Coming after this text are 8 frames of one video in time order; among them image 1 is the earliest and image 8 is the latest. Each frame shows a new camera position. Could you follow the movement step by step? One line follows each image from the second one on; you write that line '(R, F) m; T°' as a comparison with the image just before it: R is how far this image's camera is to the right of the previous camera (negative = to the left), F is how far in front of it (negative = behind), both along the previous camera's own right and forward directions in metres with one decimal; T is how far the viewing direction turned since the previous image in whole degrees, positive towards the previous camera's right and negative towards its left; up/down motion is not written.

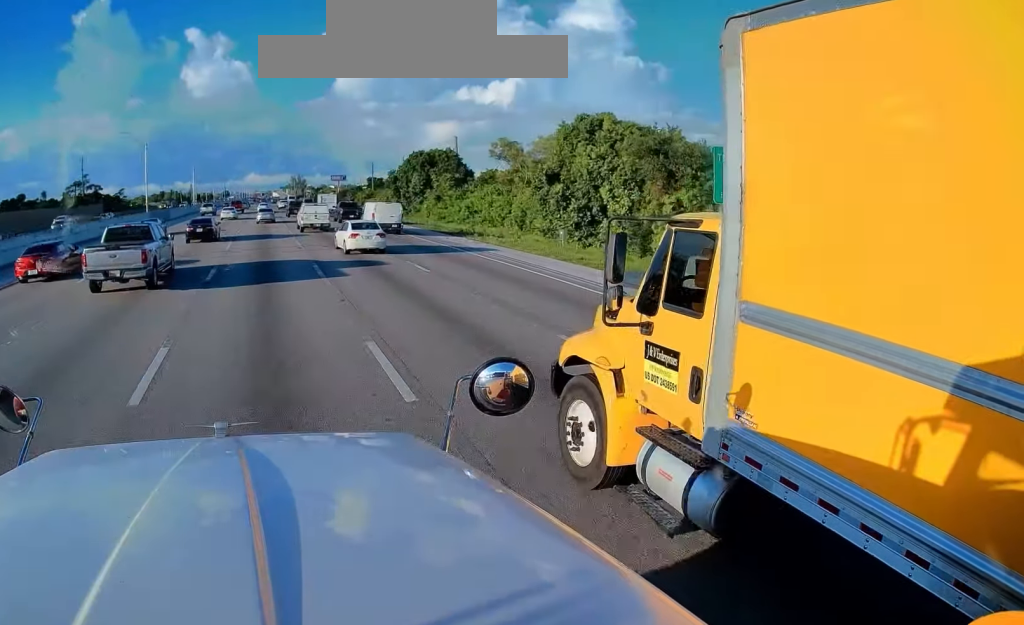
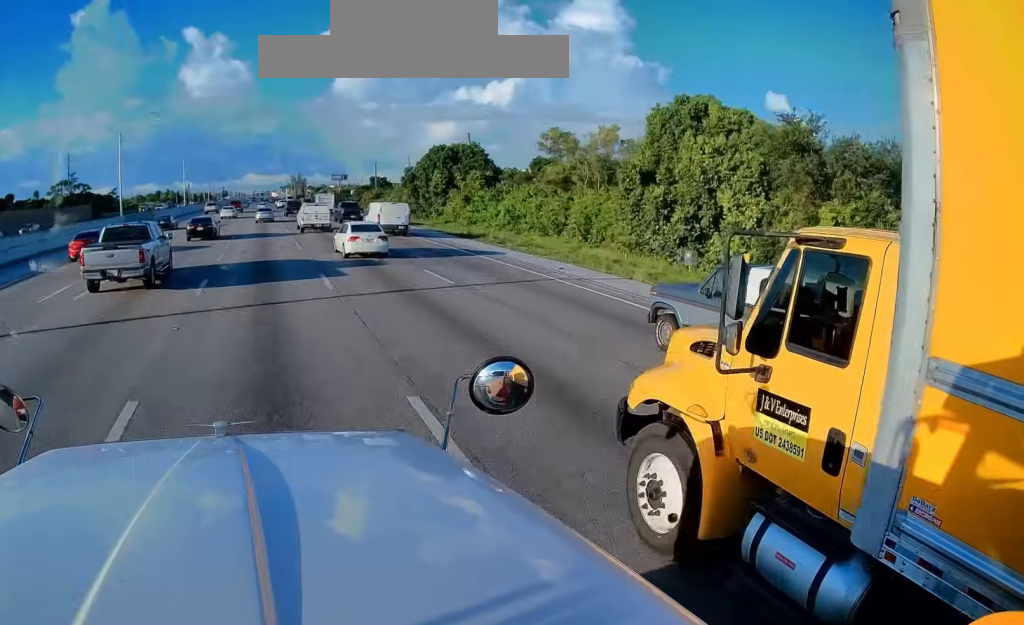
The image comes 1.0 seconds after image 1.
(-0.3, +14.8) m; 0°
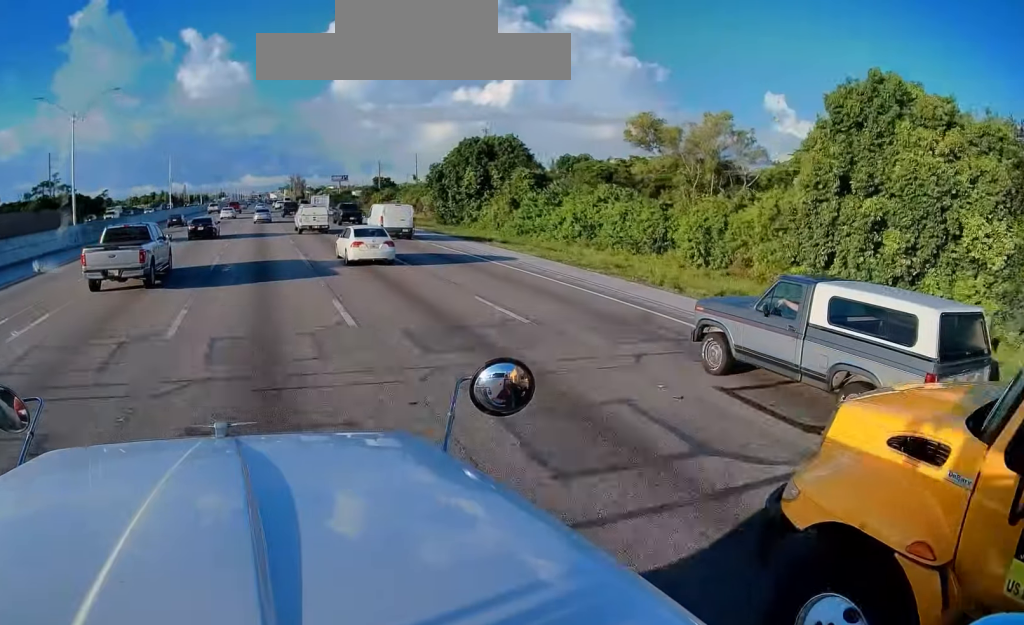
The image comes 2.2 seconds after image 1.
(+0.3, +17.4) m; 0°
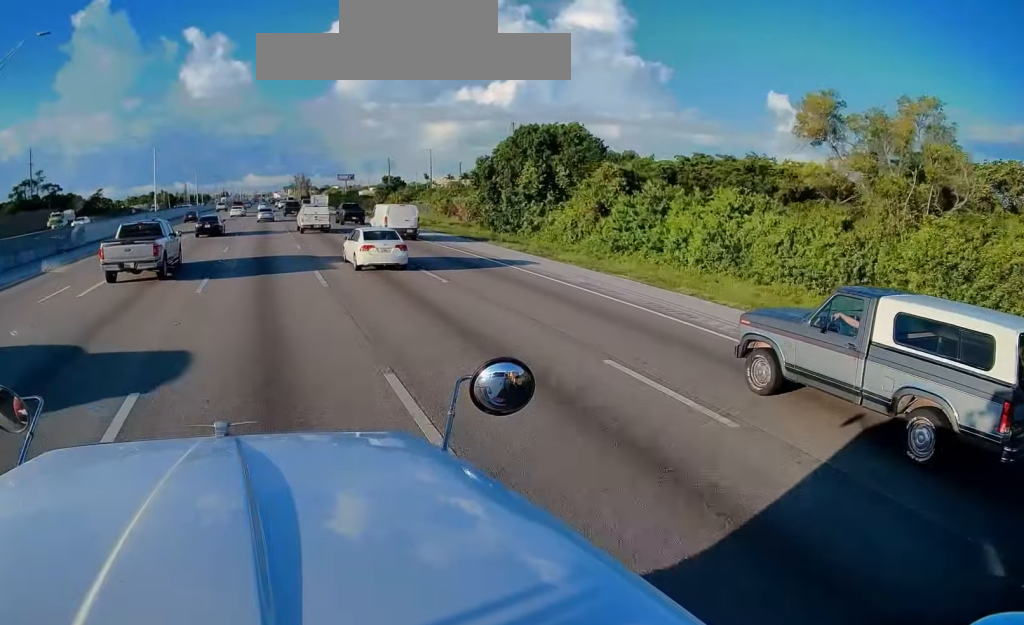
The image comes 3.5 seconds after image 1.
(-0.4, +18.4) m; -1°
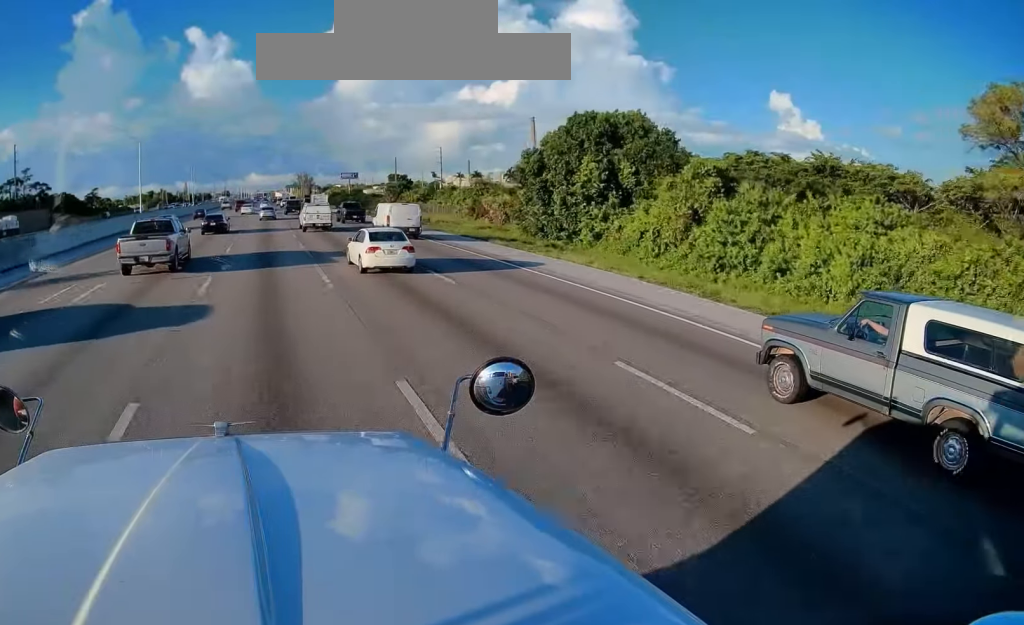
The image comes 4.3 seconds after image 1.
(0.0, +12.1) m; 0°
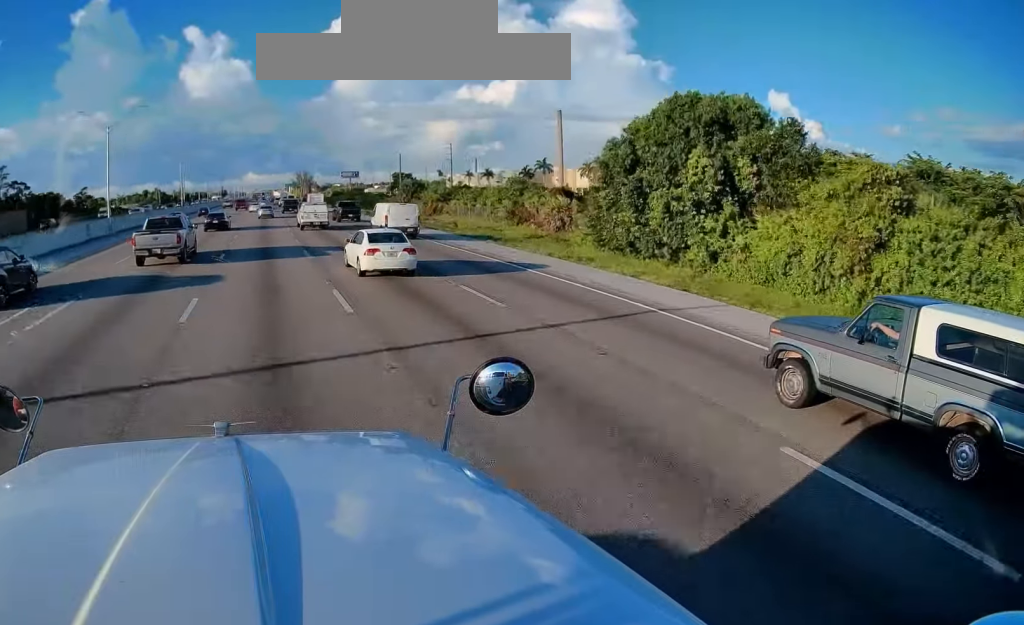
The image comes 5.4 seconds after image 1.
(+0.1, +14.7) m; +1°
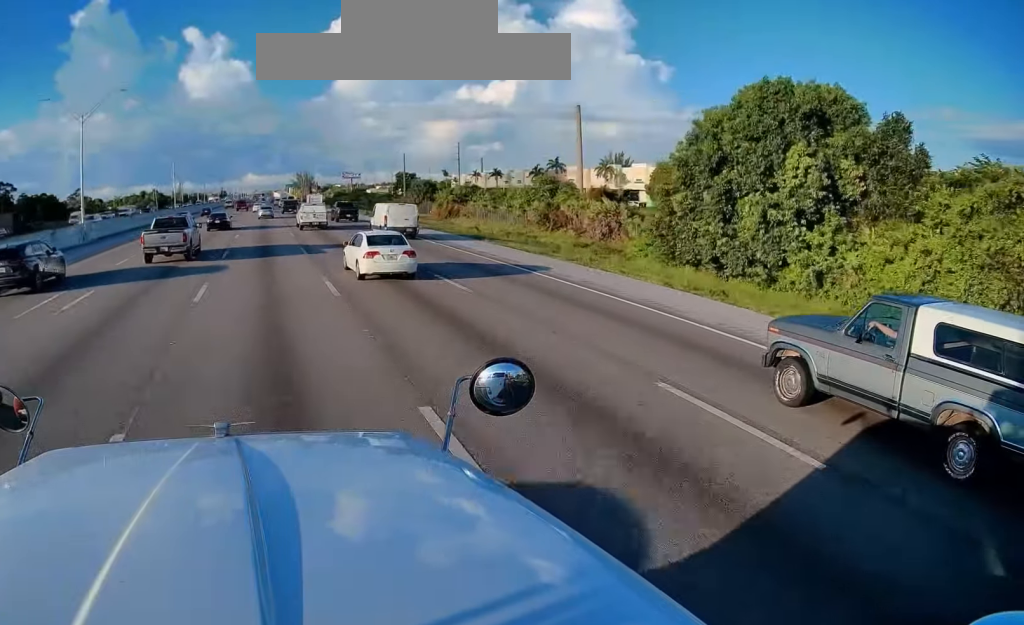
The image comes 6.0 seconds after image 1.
(+0.1, +8.4) m; 0°
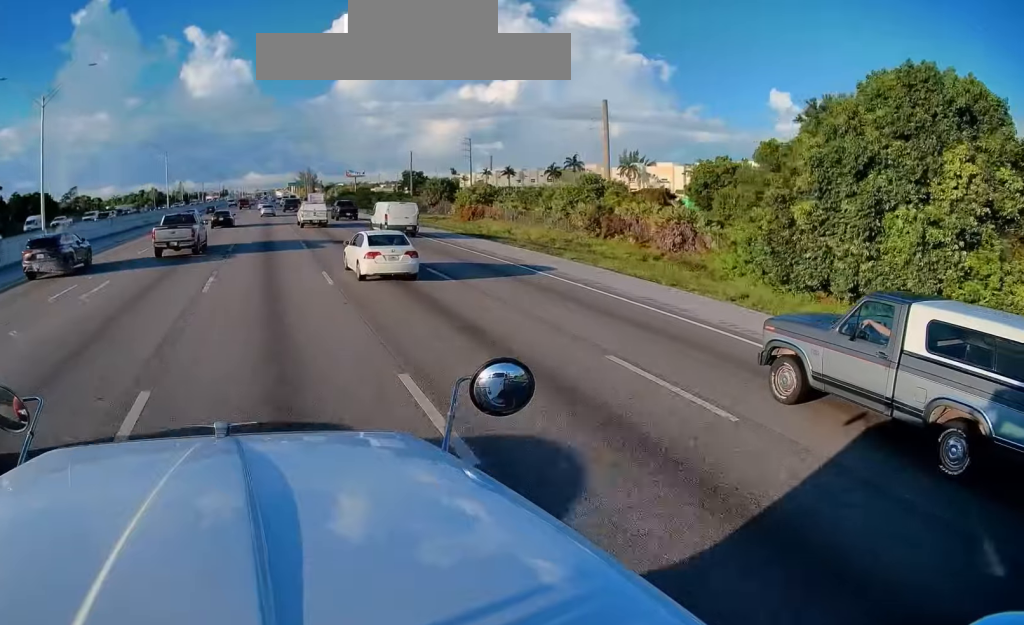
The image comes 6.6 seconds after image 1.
(-0.1, +8.6) m; -1°
